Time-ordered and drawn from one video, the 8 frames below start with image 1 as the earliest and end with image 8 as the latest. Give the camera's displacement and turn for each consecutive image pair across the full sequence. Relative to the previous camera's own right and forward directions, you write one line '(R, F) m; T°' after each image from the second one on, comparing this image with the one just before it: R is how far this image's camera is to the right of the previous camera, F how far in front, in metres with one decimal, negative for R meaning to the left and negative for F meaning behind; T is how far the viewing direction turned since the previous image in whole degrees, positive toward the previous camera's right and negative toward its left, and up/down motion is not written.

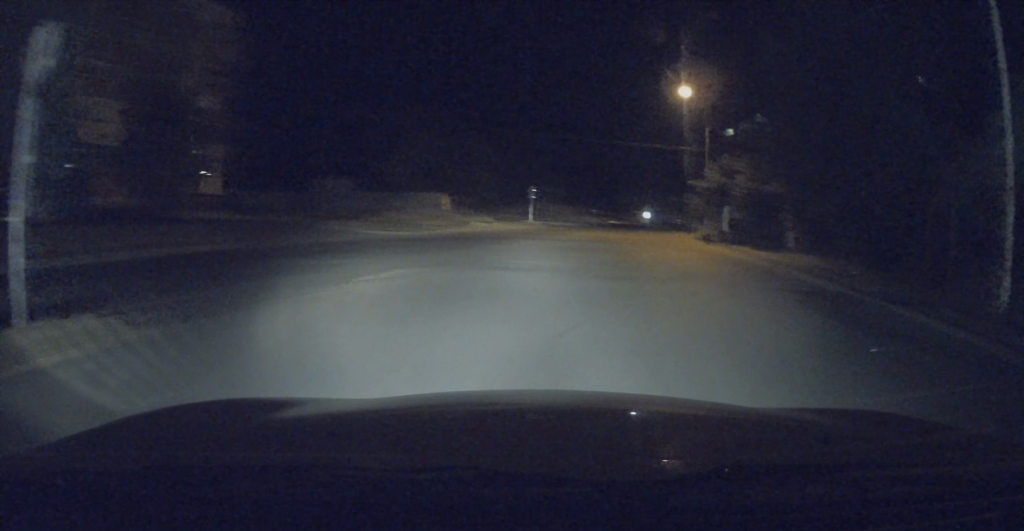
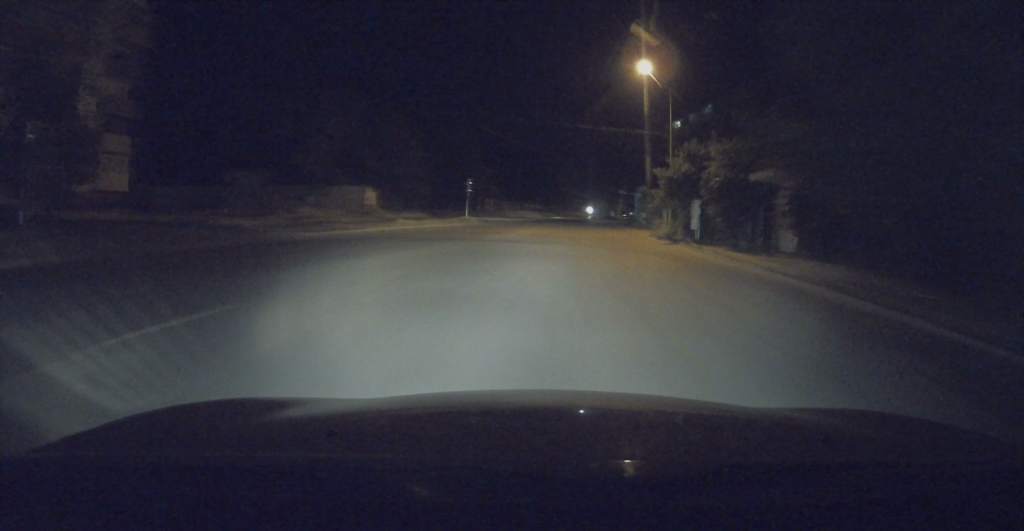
(+0.3, +5.0) m; +6°
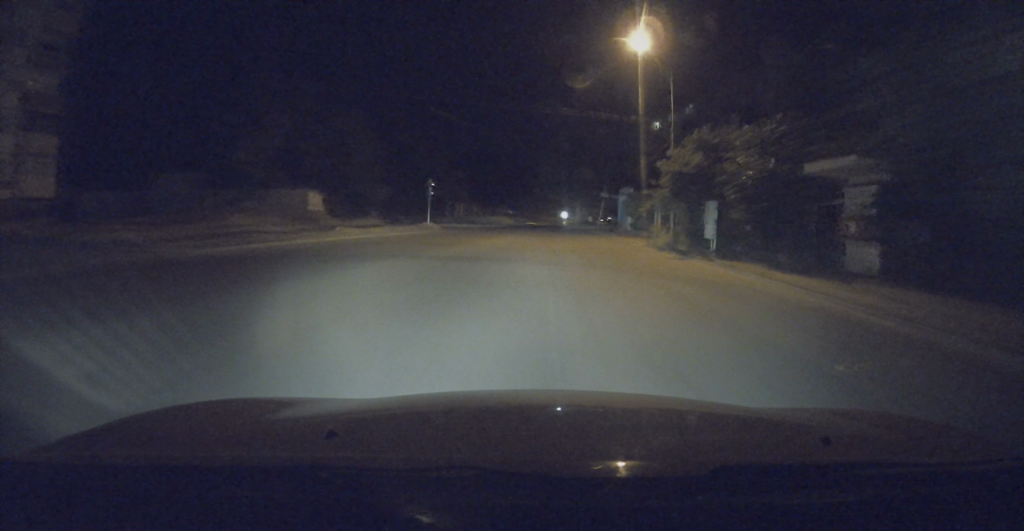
(+0.2, +5.6) m; +3°
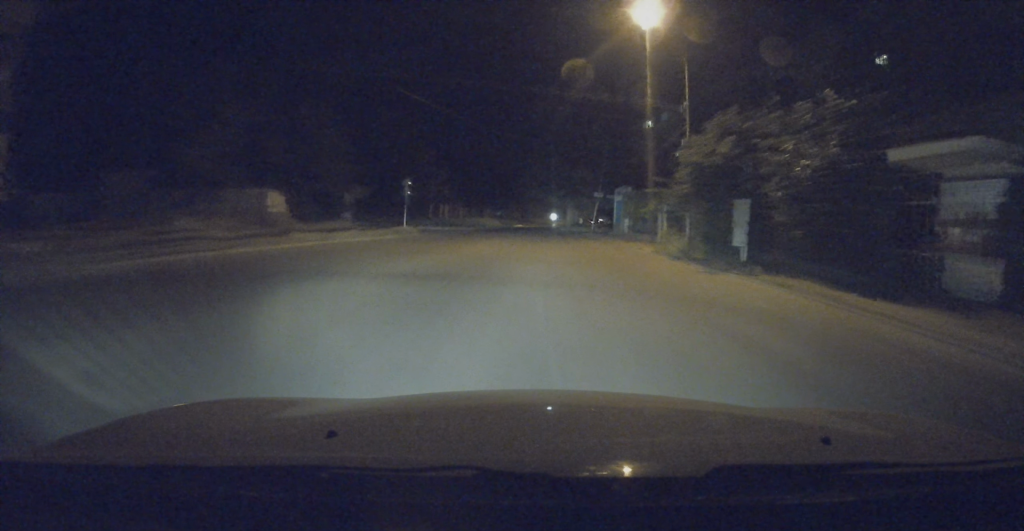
(+0.1, +3.8) m; +1°
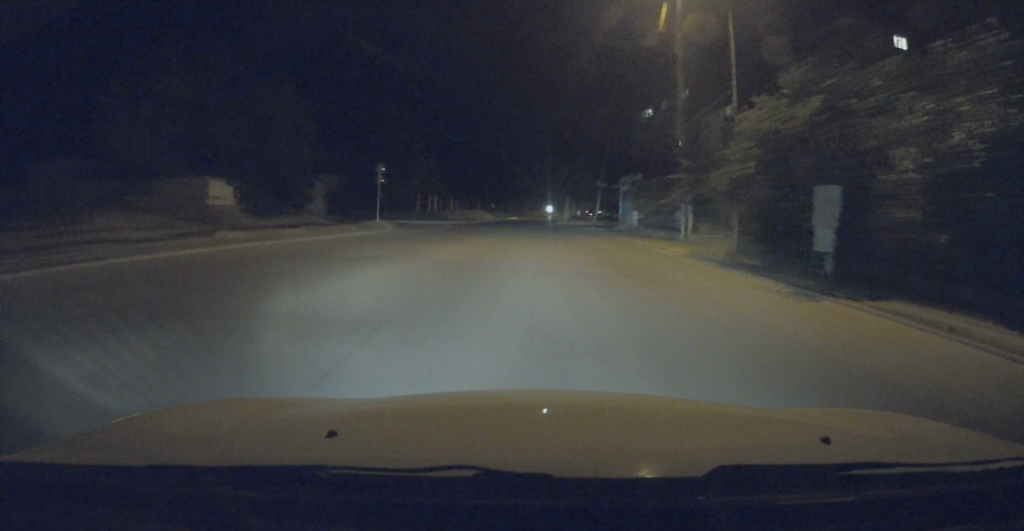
(0.0, +5.1) m; -1°
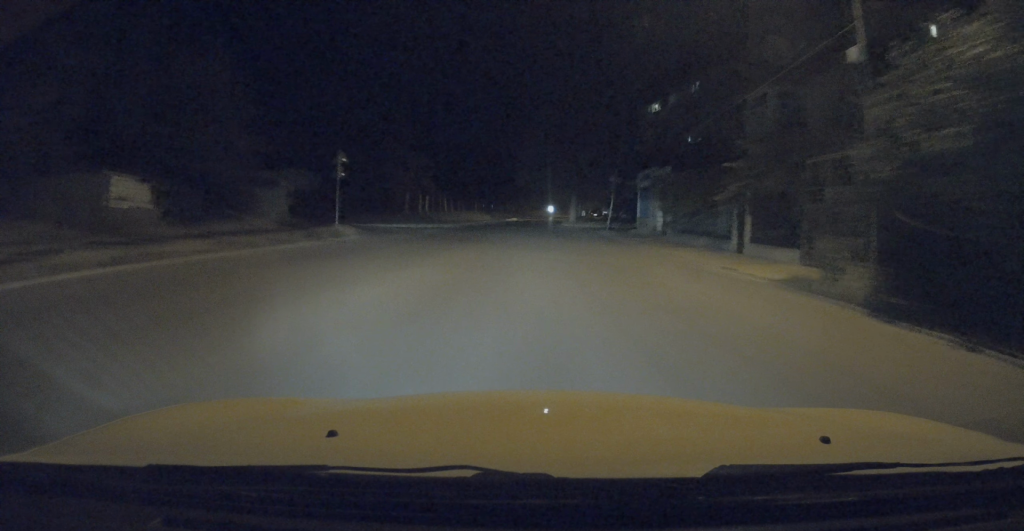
(-0.1, +6.2) m; -1°
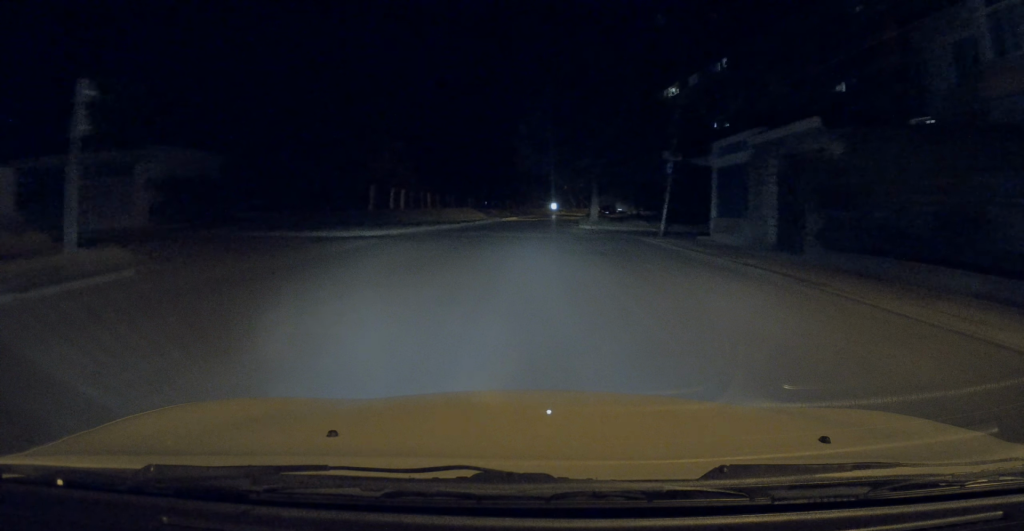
(-0.2, +13.6) m; -1°
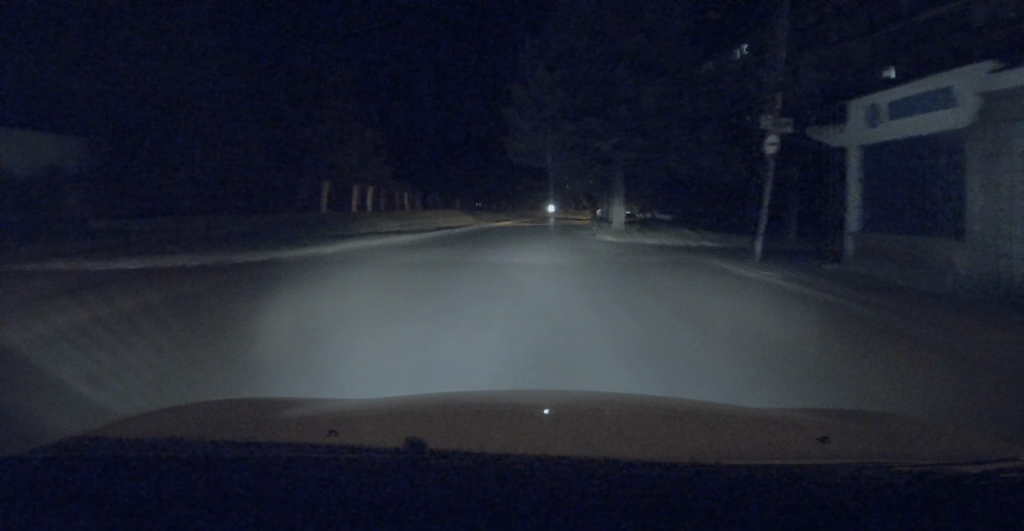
(0.0, +10.1) m; 0°
